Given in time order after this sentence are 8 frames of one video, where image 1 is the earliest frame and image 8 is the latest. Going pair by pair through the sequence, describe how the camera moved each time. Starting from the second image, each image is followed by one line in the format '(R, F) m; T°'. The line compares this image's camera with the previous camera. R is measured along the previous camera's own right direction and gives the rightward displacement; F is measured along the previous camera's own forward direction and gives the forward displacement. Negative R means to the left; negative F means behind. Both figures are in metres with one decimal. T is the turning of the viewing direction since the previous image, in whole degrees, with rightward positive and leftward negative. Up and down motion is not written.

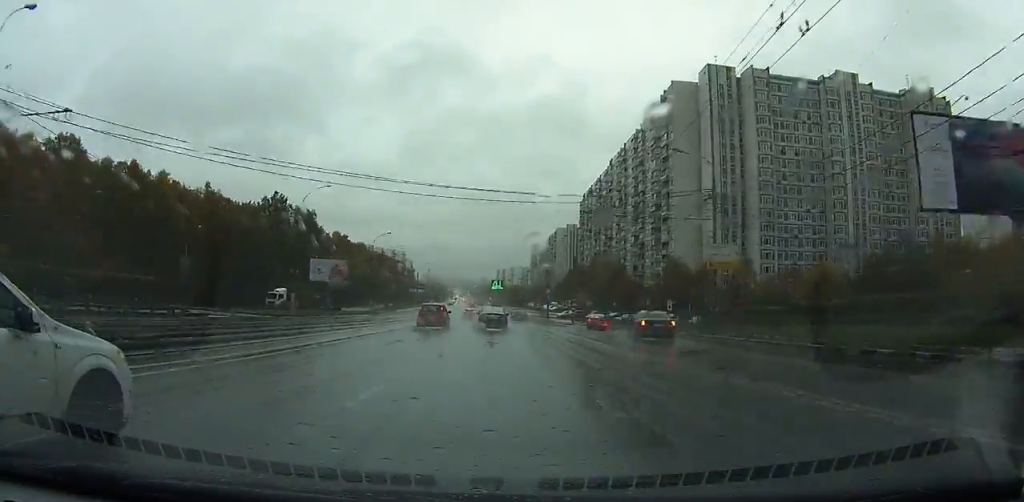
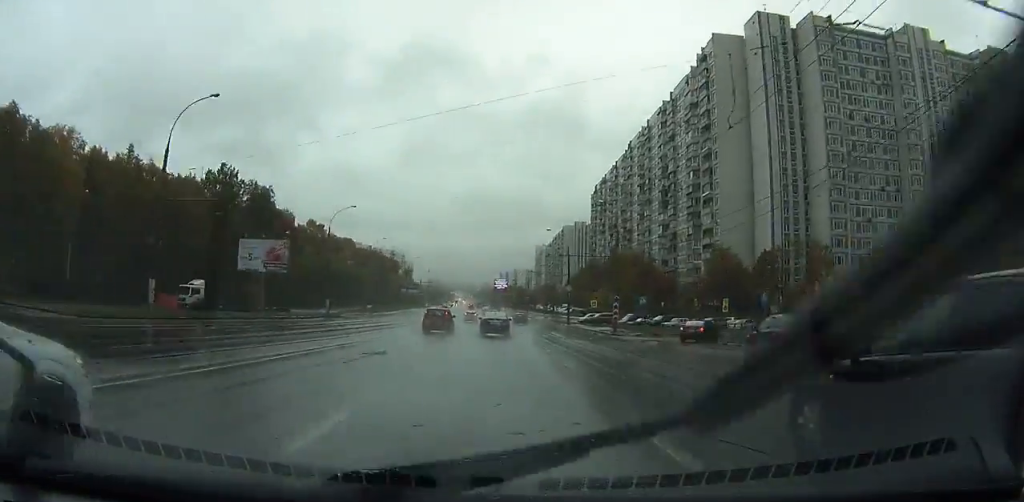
(0.0, +26.8) m; 0°
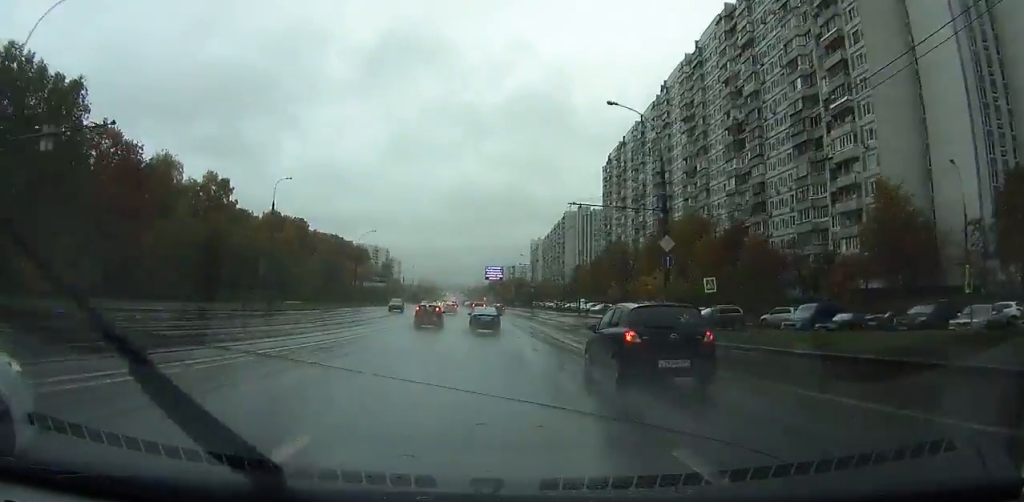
(+0.1, +48.1) m; 0°
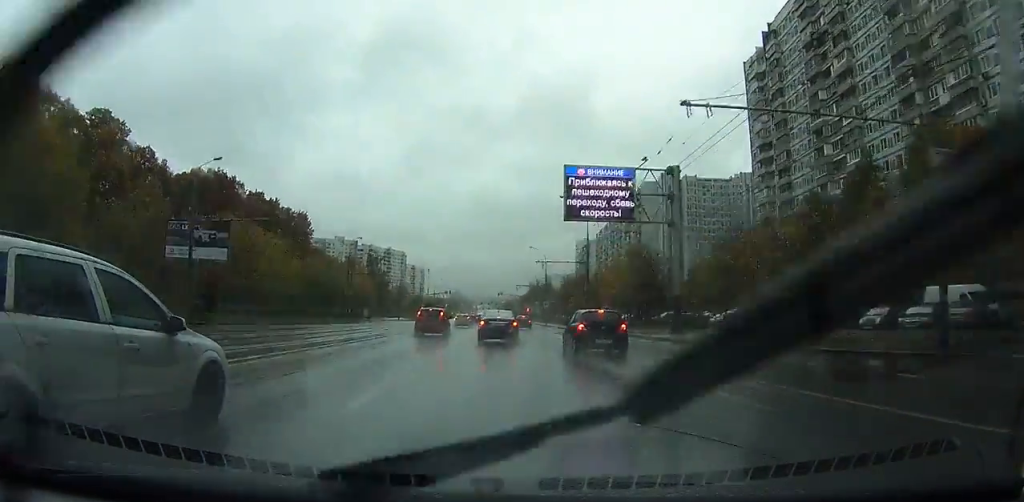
(-0.5, +96.3) m; -1°
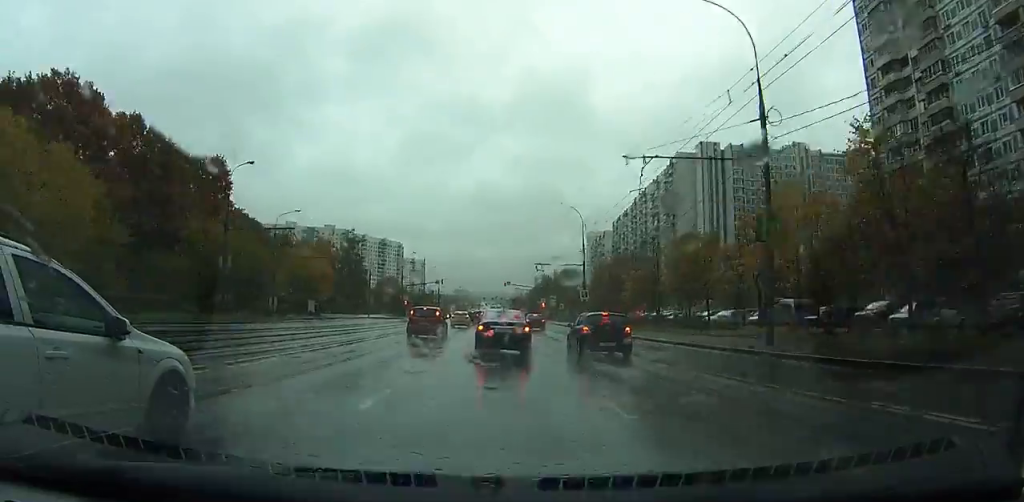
(-0.3, +38.5) m; -1°
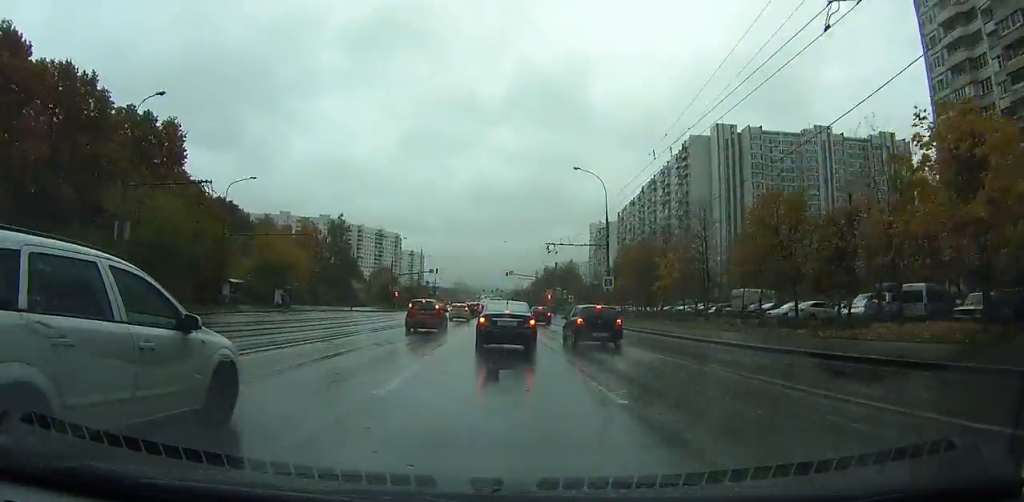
(0.0, +15.1) m; 0°
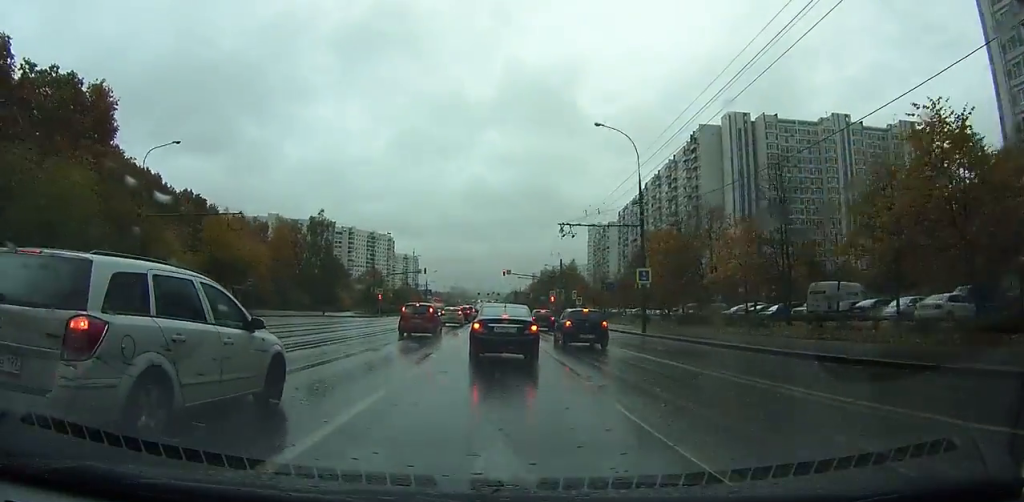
(0.0, +15.2) m; 0°
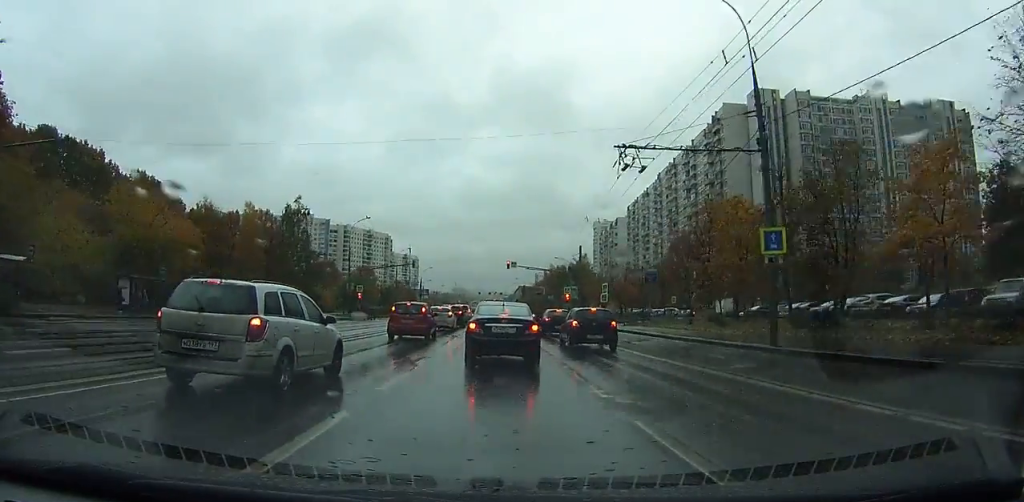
(+0.1, +22.4) m; +1°
